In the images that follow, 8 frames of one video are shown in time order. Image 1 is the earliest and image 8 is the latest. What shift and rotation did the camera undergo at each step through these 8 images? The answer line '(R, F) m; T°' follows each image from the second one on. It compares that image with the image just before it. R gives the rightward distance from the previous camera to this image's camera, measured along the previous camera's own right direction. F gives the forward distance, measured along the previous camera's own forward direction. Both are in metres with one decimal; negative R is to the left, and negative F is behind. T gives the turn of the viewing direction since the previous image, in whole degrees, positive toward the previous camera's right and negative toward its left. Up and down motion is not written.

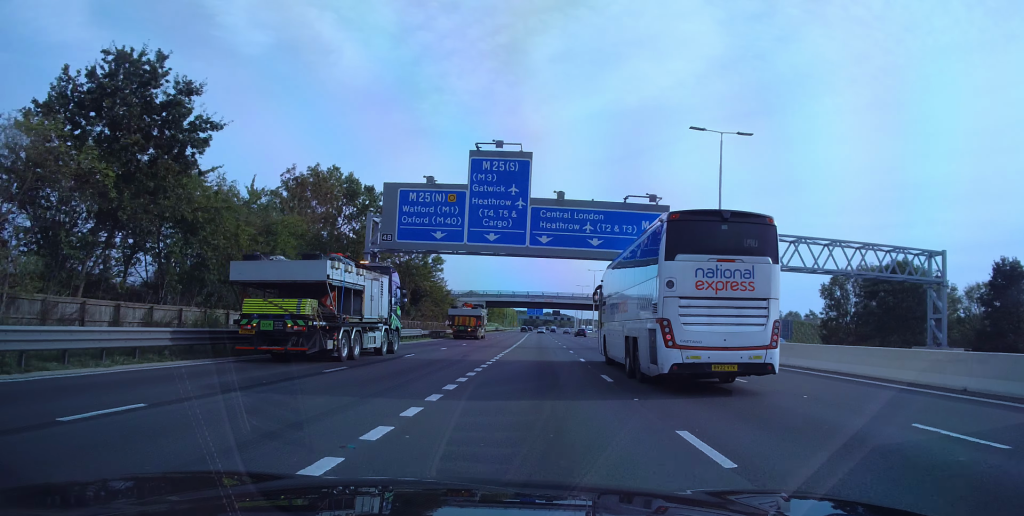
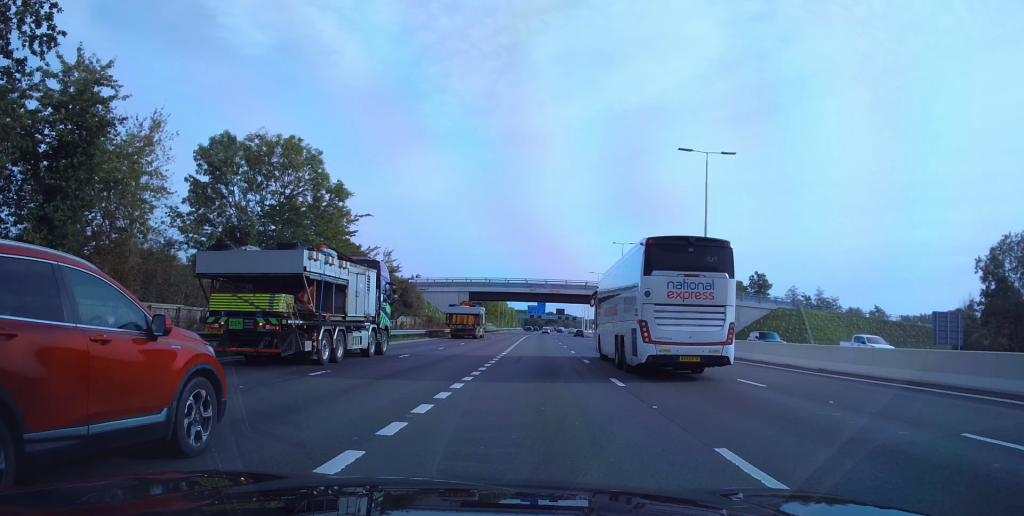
(+0.7, +40.5) m; +1°
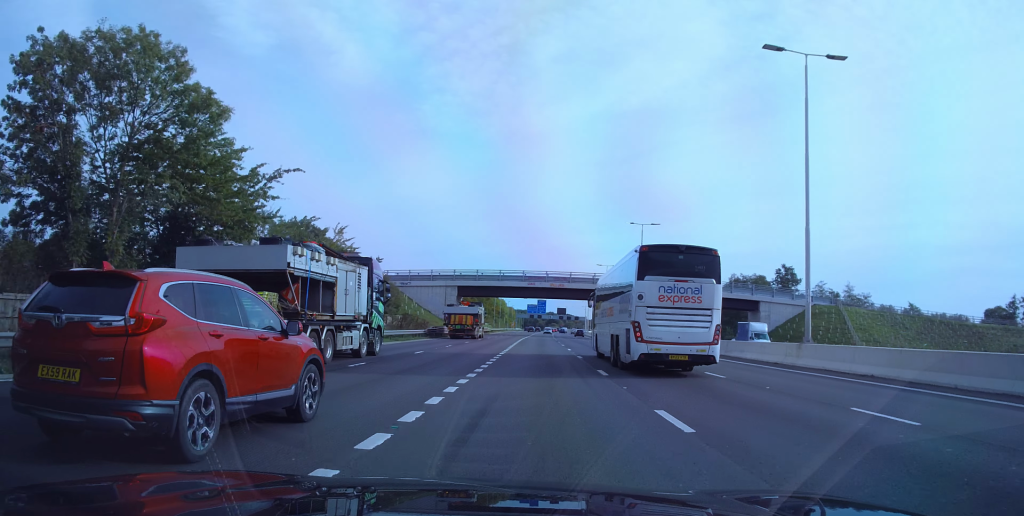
(-0.3, +15.8) m; -1°
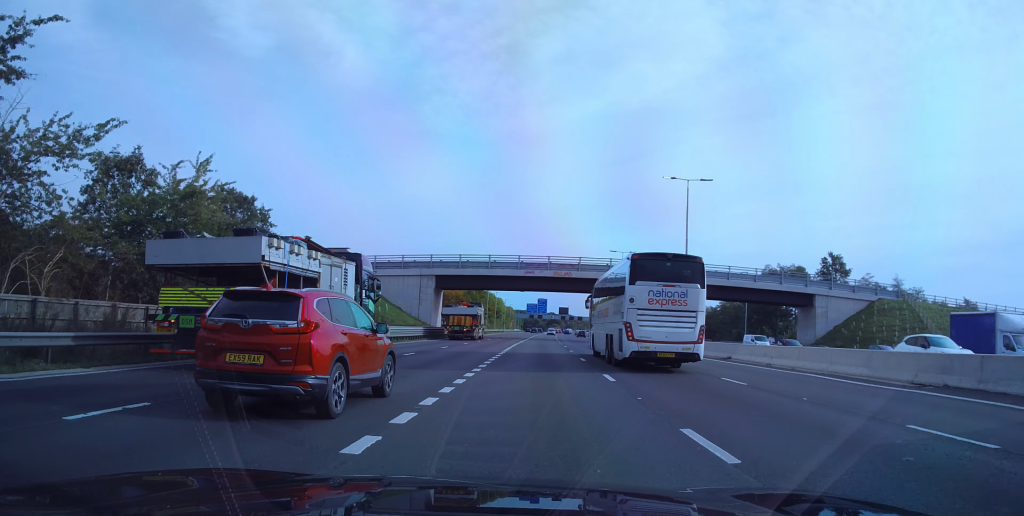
(-0.1, +21.8) m; 0°
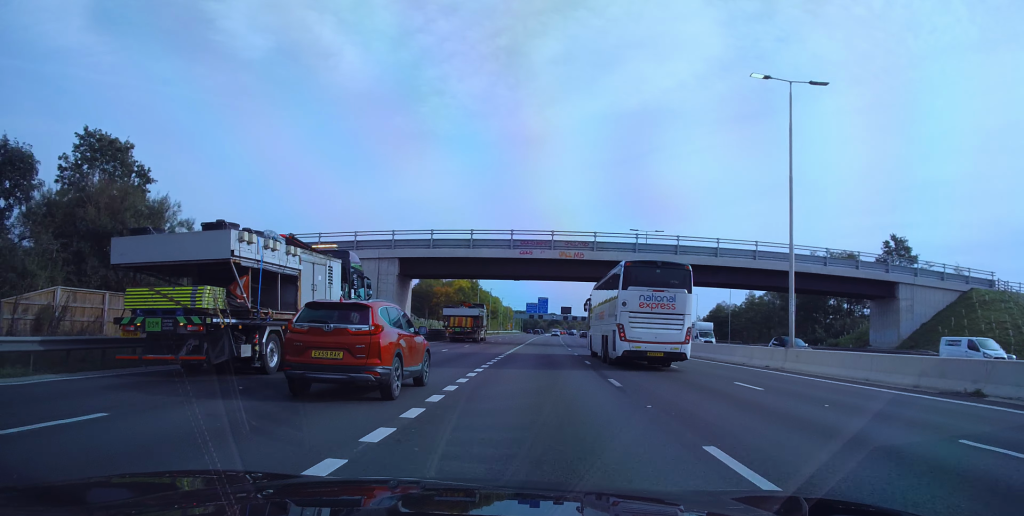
(0.0, +20.1) m; 0°
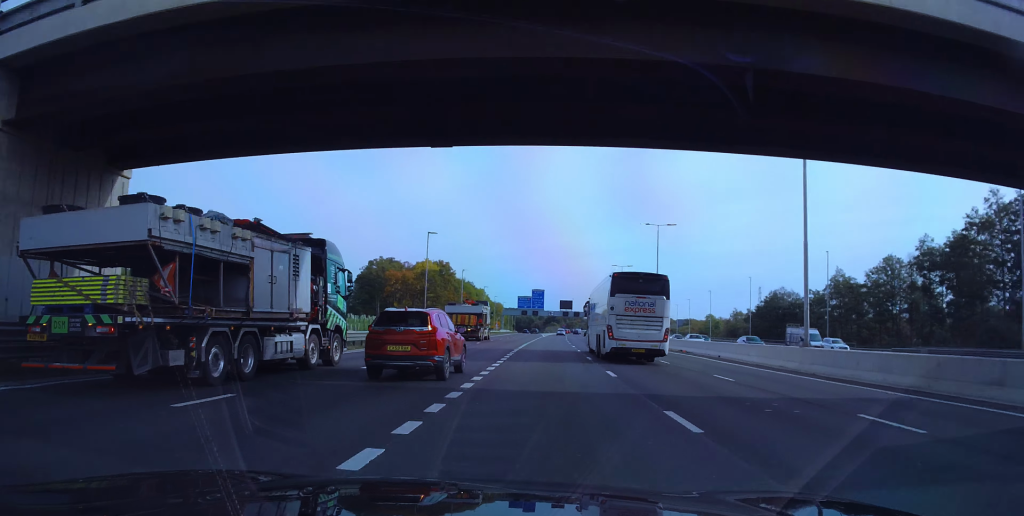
(+0.9, +45.5) m; +2°
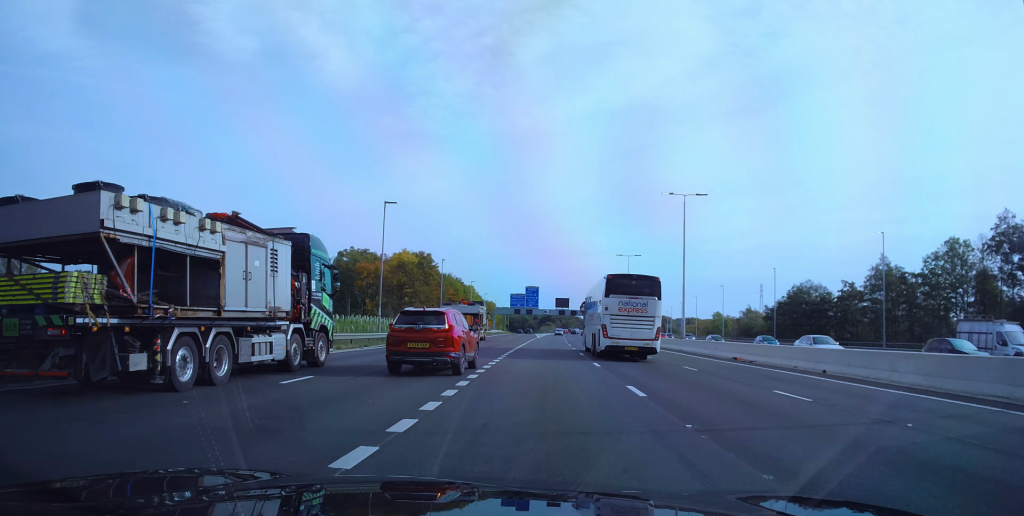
(0.0, +15.5) m; 0°
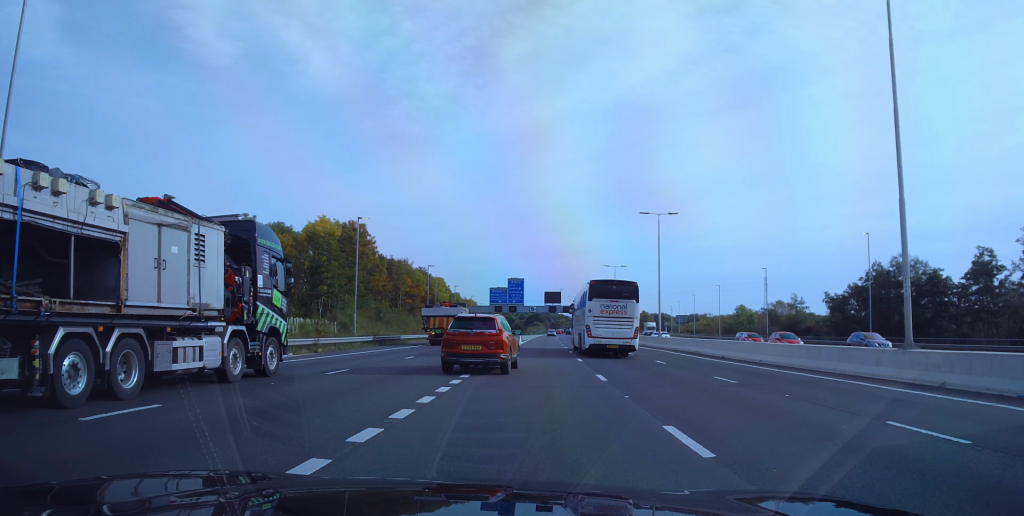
(+0.1, +35.2) m; 0°
